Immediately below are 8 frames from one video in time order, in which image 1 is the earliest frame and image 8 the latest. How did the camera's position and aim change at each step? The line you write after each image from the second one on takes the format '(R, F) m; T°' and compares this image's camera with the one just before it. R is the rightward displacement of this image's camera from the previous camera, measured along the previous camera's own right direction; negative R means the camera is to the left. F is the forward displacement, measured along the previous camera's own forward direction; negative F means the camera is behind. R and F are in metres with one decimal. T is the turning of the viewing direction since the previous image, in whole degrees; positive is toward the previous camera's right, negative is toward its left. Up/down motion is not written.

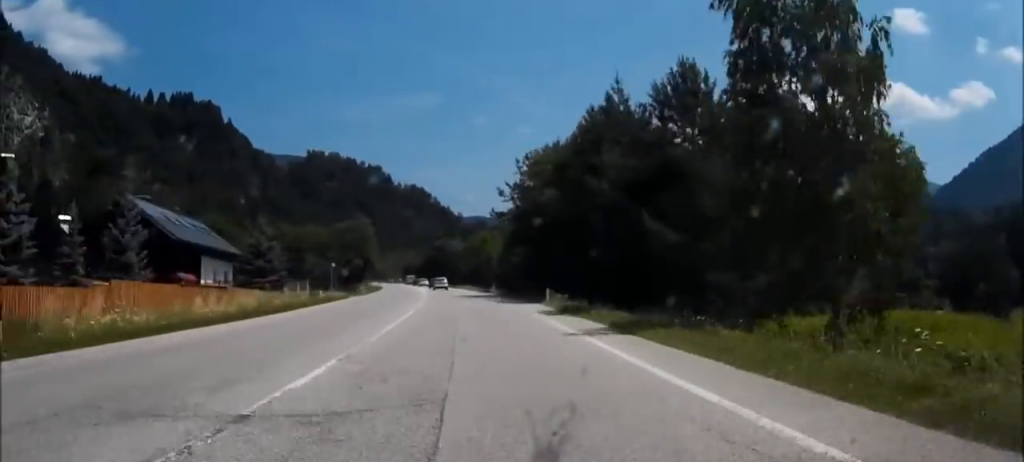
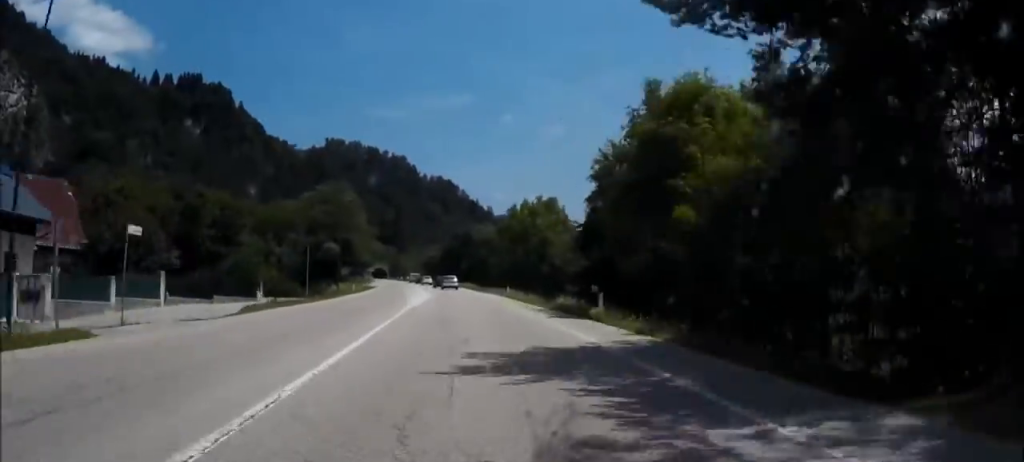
(-1.1, +42.2) m; -1°
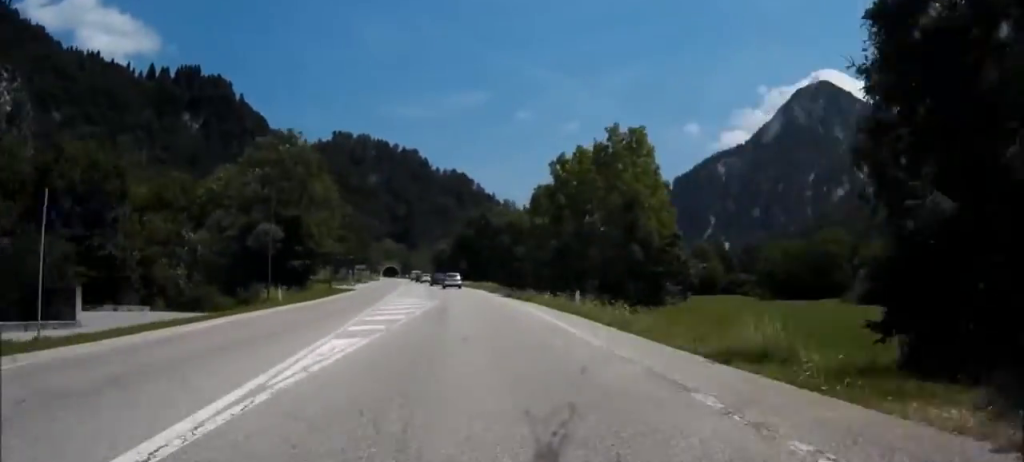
(+0.4, +27.5) m; -1°
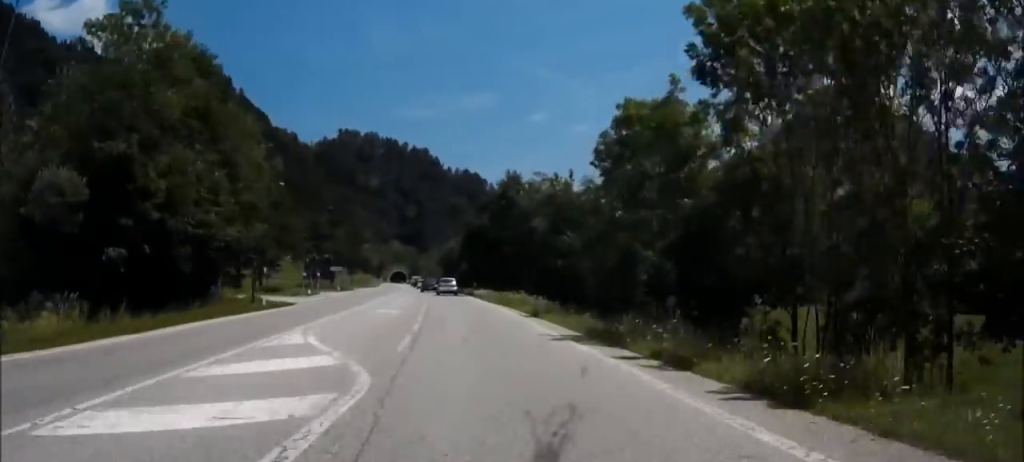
(-0.2, +27.0) m; -2°
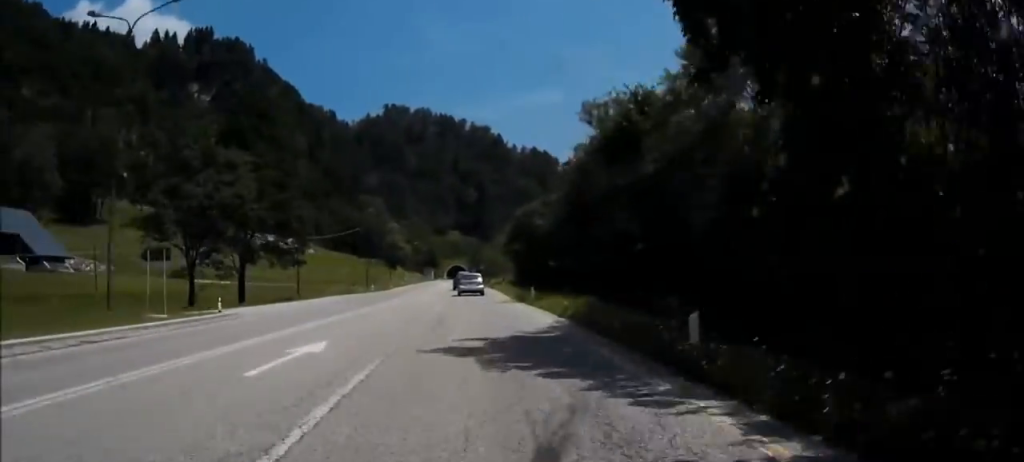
(-5.7, +70.6) m; -8°
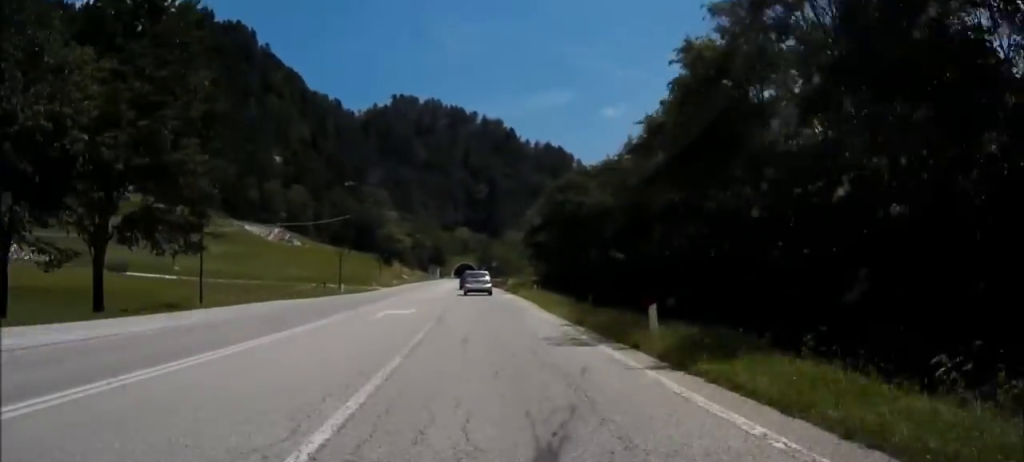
(-0.5, +20.6) m; -2°
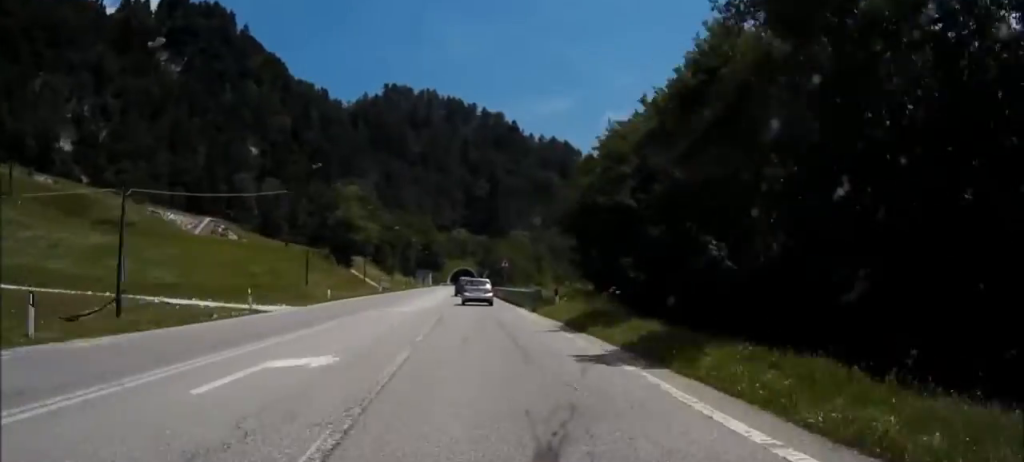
(-0.3, +37.0) m; 0°
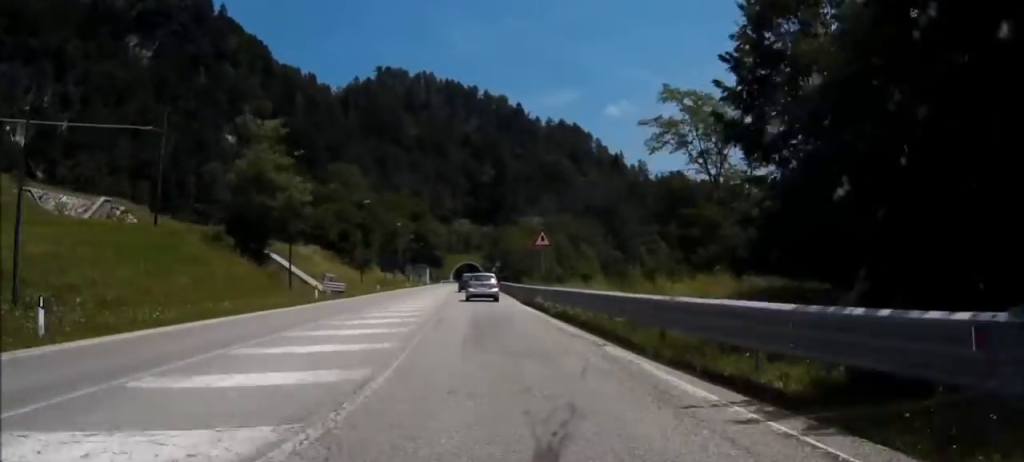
(+0.2, +33.0) m; 0°
